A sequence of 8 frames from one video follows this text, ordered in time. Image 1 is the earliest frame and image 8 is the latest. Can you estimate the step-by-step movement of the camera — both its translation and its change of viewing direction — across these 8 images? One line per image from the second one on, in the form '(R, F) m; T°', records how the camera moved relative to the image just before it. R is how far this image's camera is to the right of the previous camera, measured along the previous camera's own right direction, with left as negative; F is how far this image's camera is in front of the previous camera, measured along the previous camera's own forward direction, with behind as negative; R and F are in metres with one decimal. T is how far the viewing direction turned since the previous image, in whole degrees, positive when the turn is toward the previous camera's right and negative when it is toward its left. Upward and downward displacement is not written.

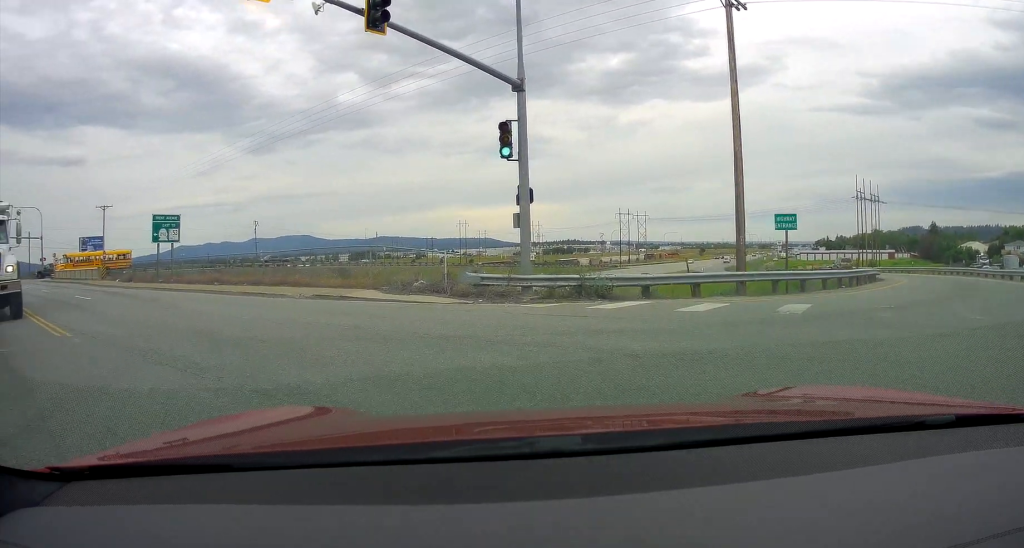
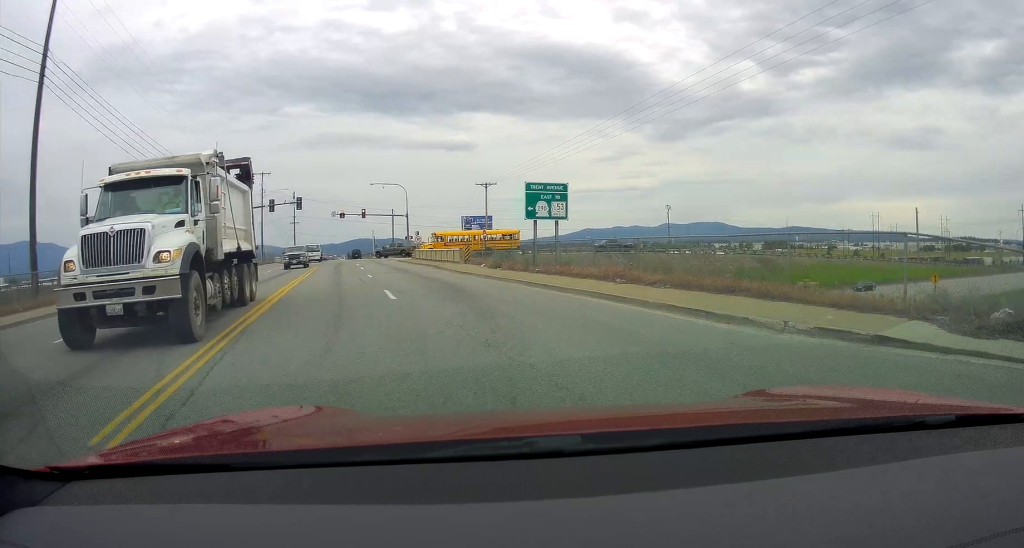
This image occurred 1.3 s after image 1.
(-1.8, +8.7) m; -20°
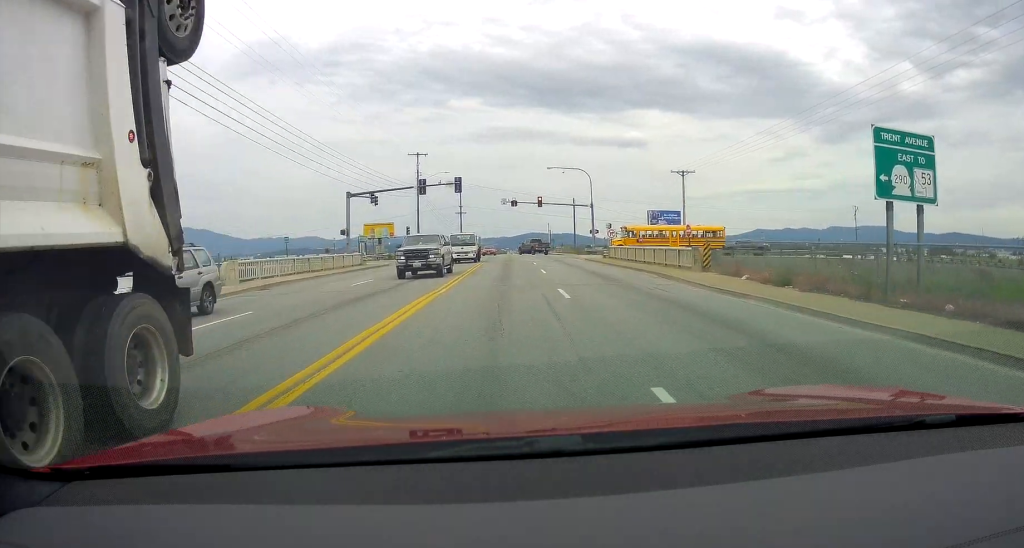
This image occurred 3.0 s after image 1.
(-0.7, +12.6) m; -11°
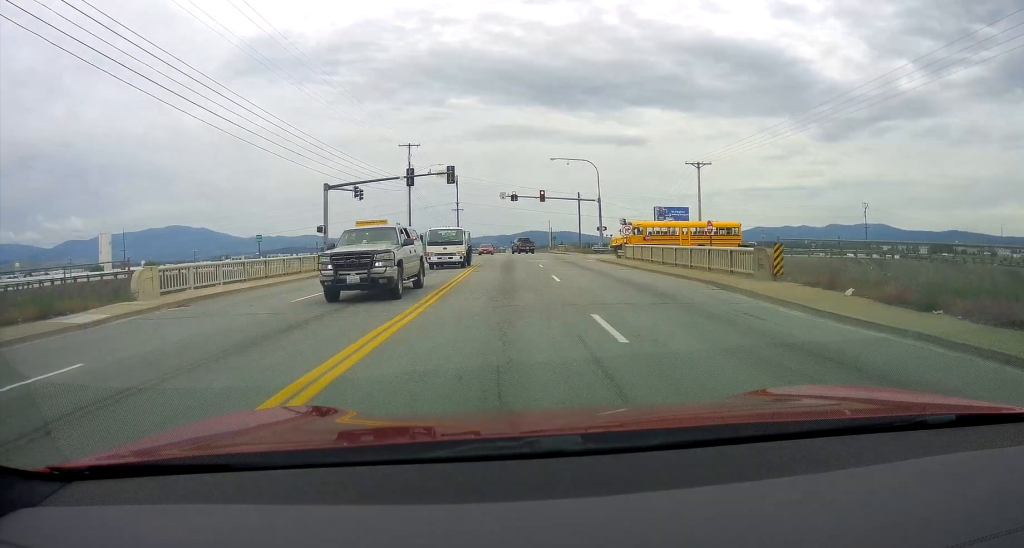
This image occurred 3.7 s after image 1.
(-0.8, +6.4) m; -5°
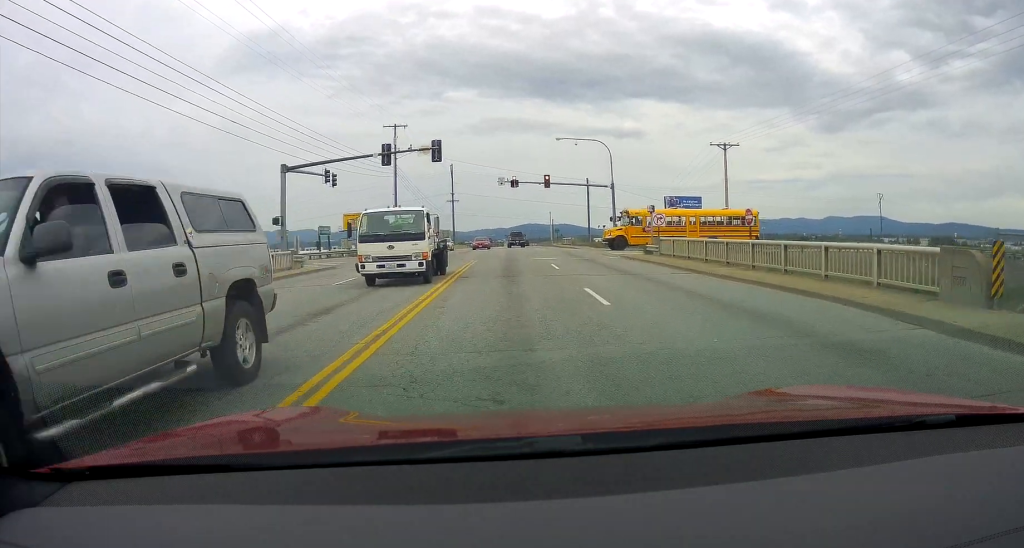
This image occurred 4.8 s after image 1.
(-0.3, +9.7) m; -1°
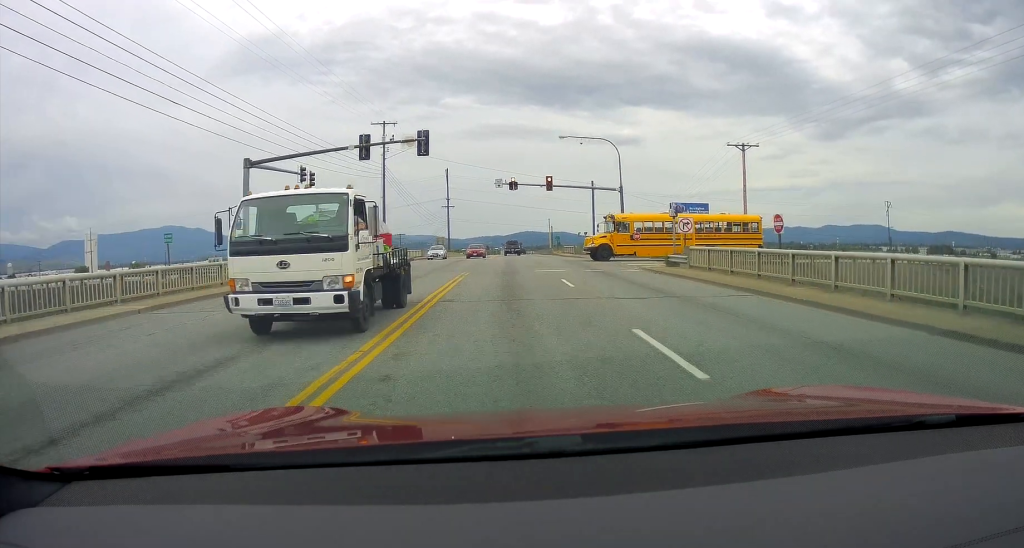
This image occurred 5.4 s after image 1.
(+0.3, +5.9) m; +1°
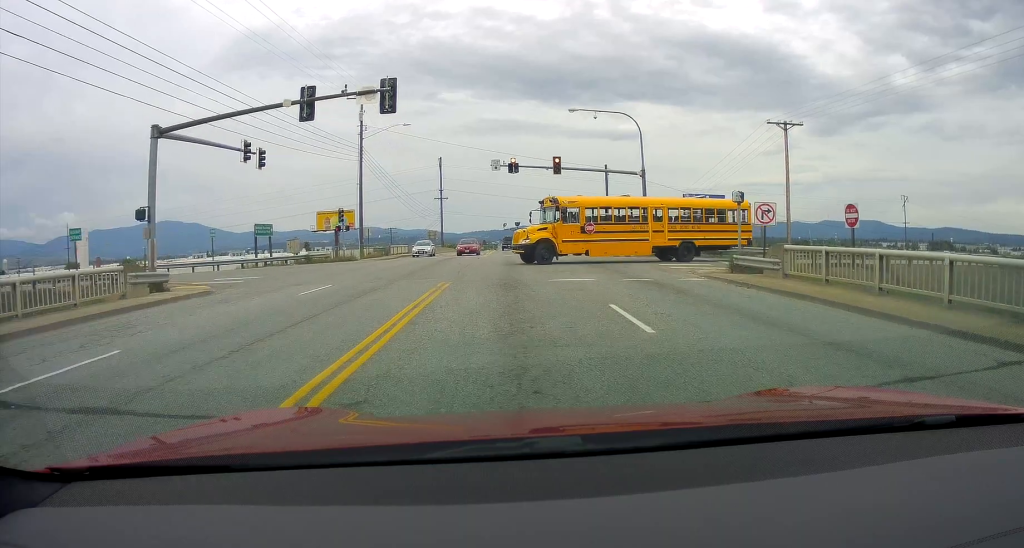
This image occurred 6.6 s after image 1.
(-0.3, +10.4) m; 0°
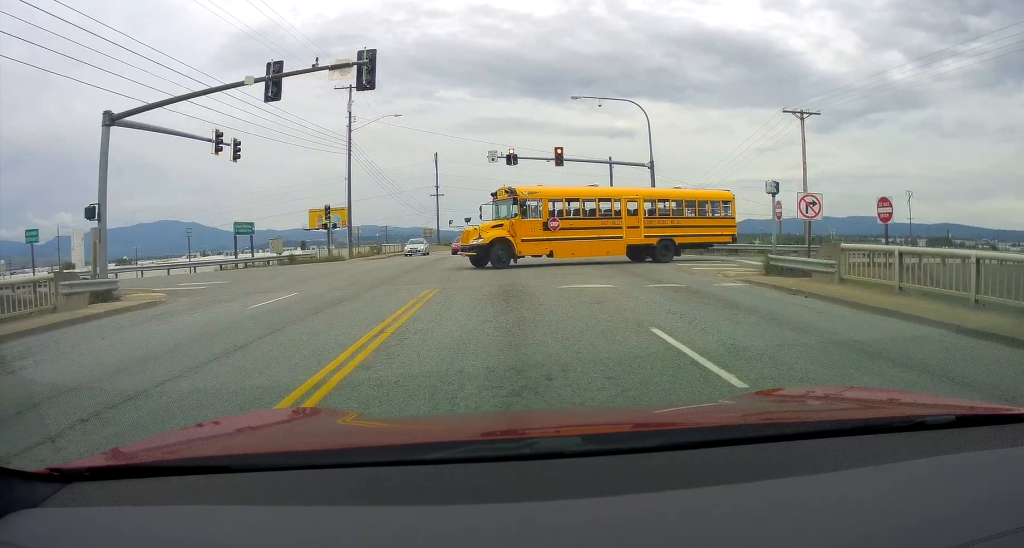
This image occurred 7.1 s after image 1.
(+0.2, +3.8) m; +1°
